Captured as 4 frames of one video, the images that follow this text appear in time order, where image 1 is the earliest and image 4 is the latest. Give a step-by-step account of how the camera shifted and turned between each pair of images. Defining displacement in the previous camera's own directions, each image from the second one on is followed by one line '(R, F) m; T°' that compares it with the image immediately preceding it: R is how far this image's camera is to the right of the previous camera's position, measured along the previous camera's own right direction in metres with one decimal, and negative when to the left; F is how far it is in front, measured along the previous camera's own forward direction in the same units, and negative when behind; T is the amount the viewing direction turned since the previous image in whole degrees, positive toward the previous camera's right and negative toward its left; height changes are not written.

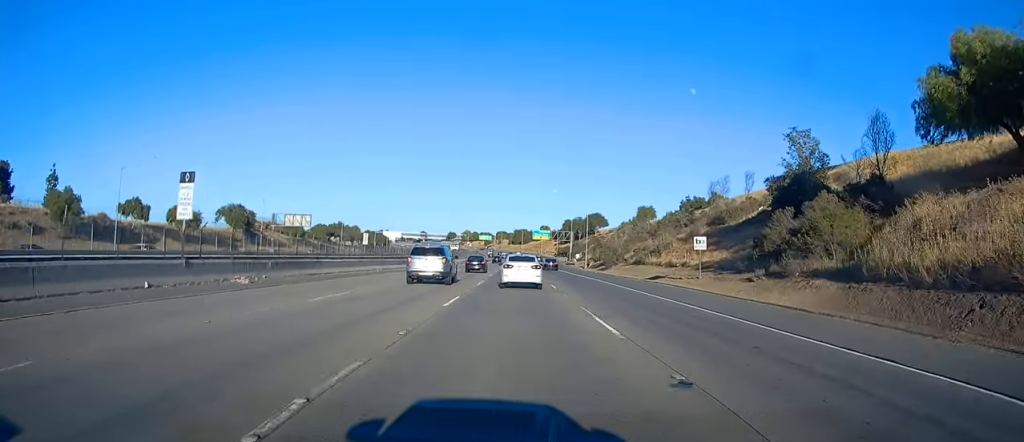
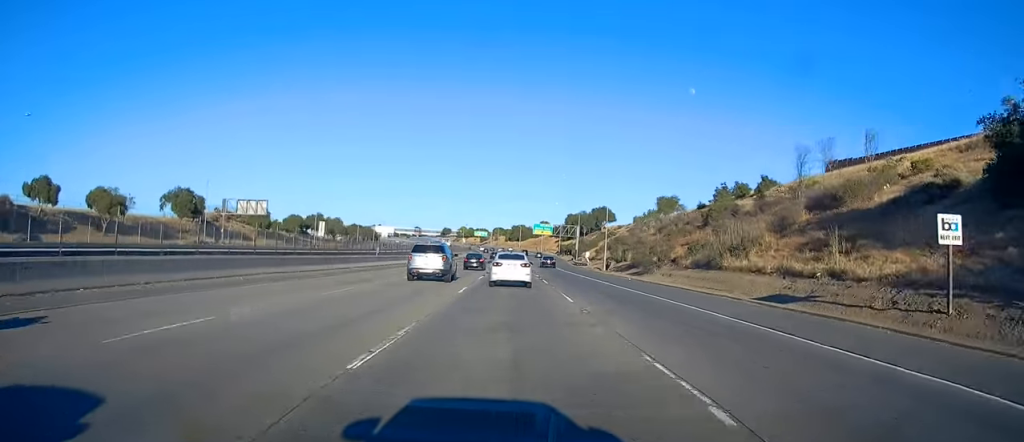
(0.0, +24.5) m; 0°
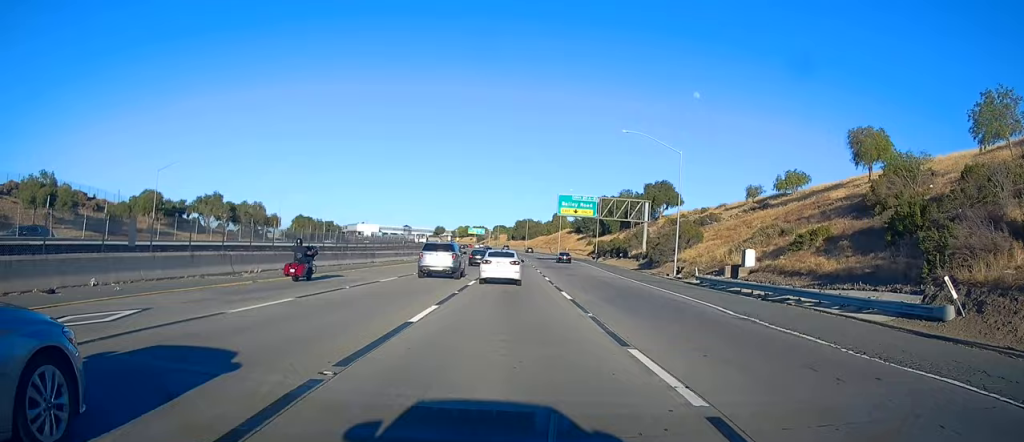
(-0.2, +83.3) m; 0°
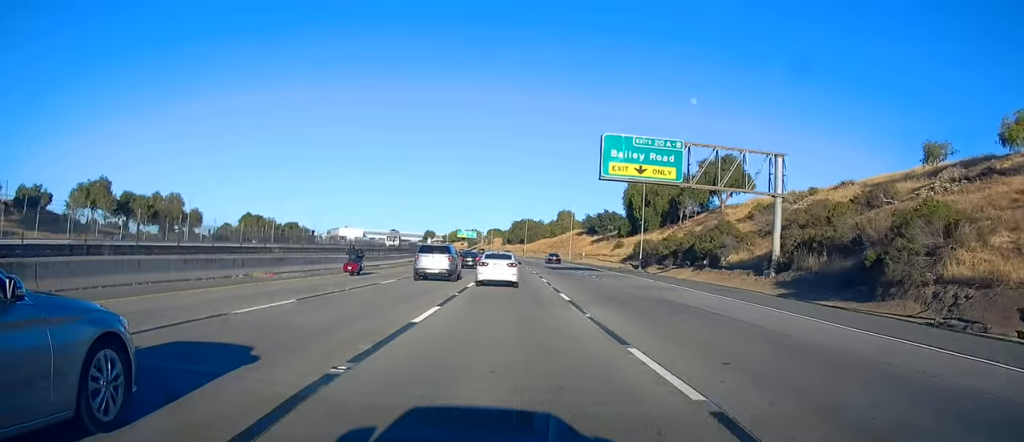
(+0.3, +43.5) m; 0°
